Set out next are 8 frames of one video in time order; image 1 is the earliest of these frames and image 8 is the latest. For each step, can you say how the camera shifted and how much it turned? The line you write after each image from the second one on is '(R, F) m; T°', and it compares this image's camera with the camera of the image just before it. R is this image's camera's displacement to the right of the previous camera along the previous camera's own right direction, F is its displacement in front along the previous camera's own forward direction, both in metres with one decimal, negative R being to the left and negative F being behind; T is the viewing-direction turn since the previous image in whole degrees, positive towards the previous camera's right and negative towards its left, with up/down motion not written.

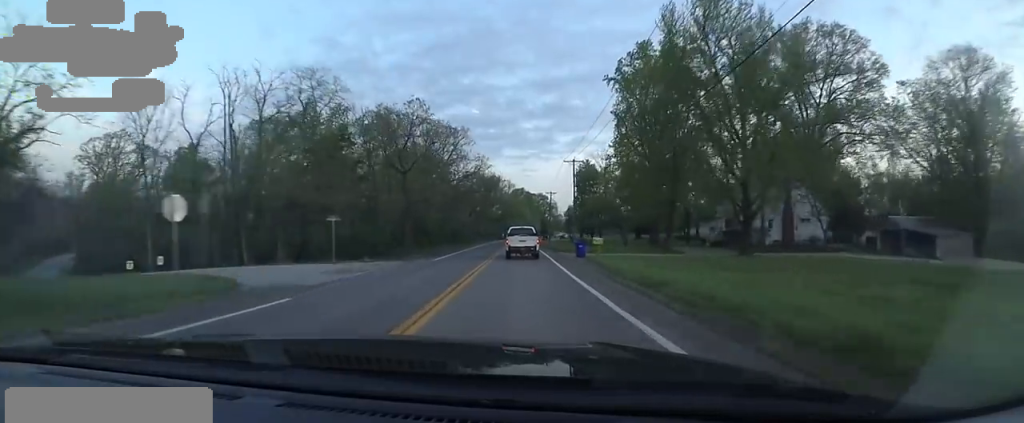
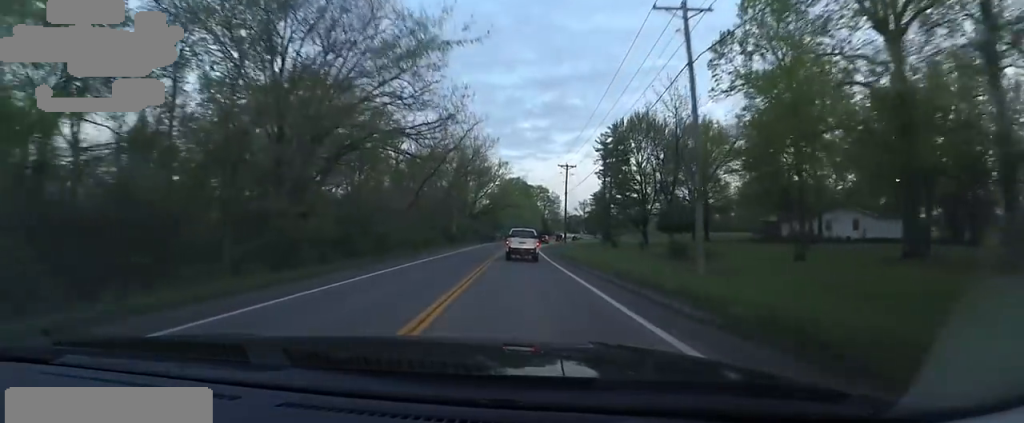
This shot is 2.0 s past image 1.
(+3.2, +38.8) m; +3°
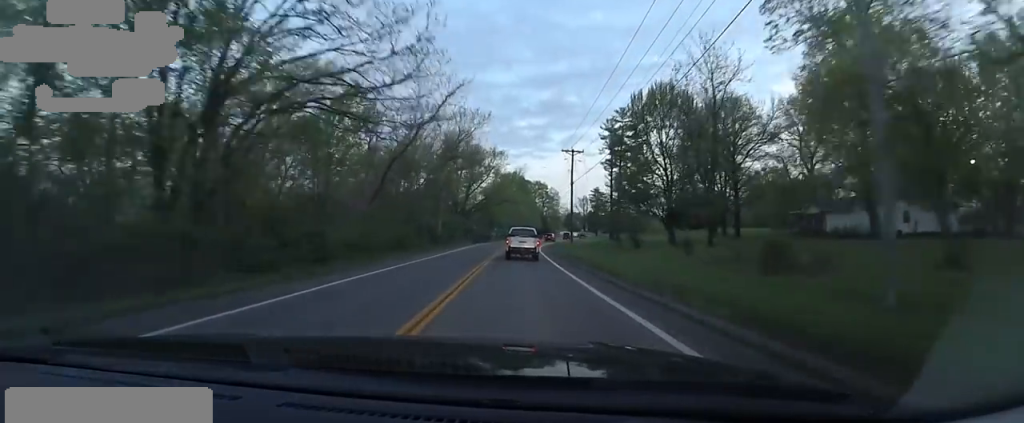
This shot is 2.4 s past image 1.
(-0.3, +9.5) m; 0°
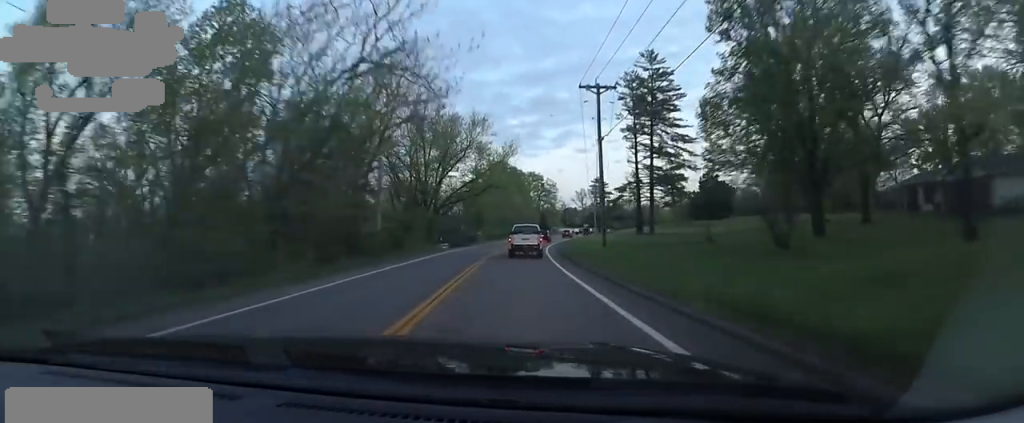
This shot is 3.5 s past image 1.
(+0.1, +21.4) m; +1°
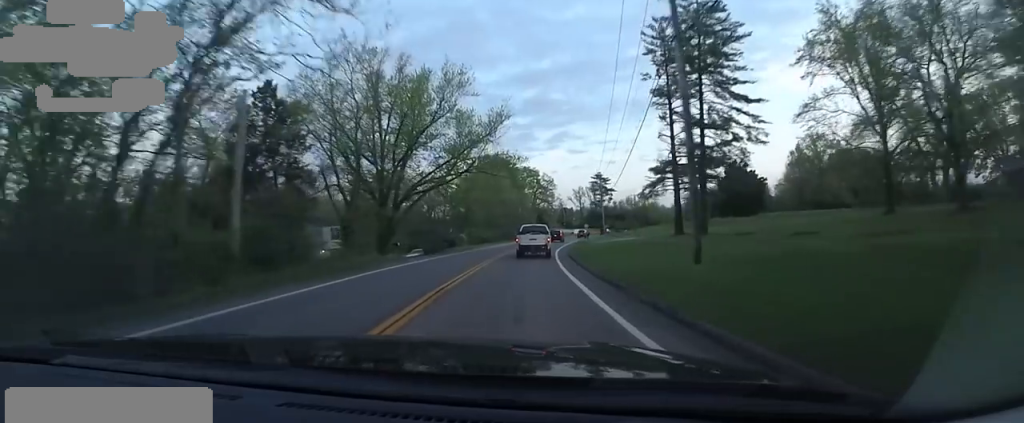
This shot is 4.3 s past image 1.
(+0.3, +15.6) m; +2°
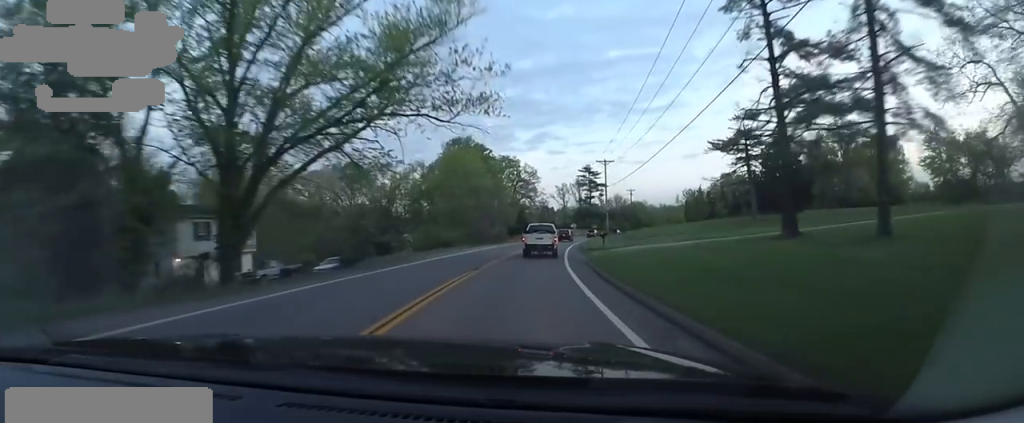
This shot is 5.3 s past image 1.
(+0.4, +19.8) m; +2°
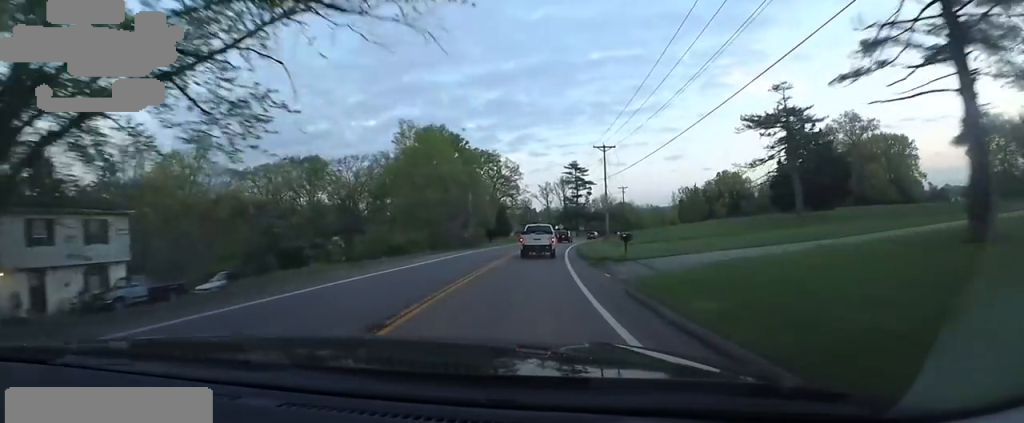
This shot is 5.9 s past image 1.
(+0.3, +11.5) m; +1°
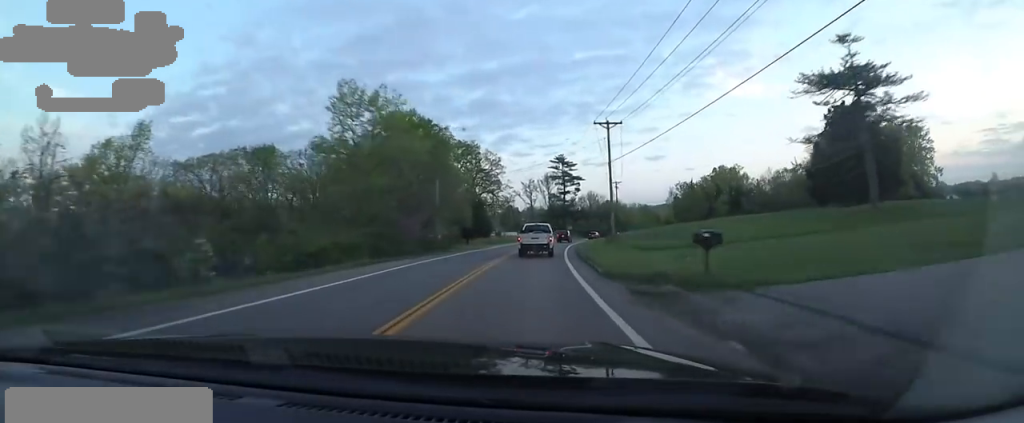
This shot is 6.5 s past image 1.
(-0.3, +10.8) m; +3°
